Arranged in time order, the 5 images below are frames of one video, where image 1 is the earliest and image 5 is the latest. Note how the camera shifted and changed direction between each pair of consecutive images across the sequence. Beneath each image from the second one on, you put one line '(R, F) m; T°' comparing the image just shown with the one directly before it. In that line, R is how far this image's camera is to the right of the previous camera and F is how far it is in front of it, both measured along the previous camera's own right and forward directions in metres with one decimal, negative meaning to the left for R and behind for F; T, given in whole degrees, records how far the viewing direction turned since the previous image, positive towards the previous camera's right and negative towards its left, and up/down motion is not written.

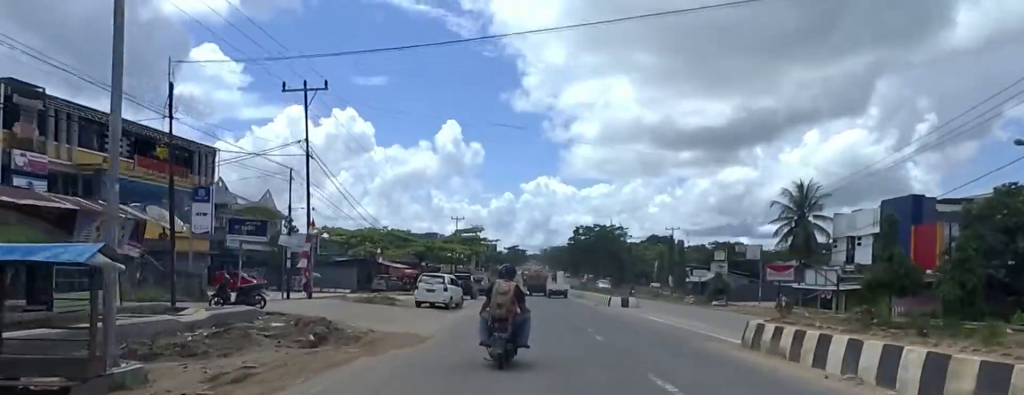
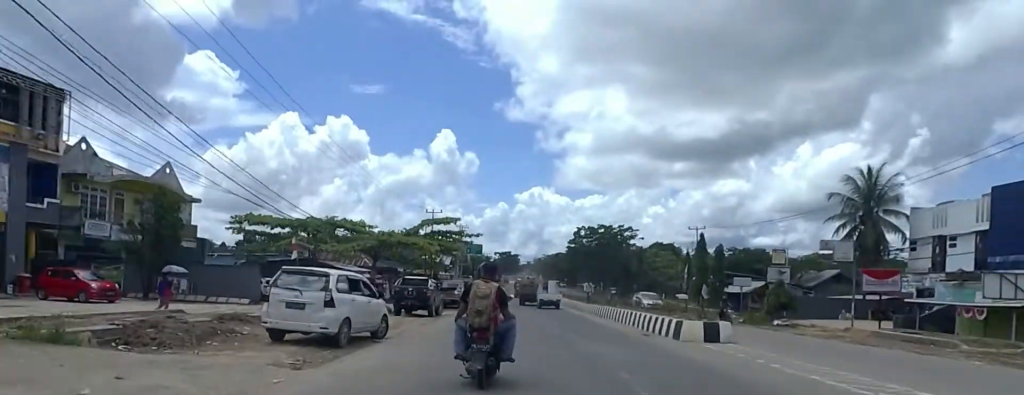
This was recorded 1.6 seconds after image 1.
(0.0, +16.4) m; 0°
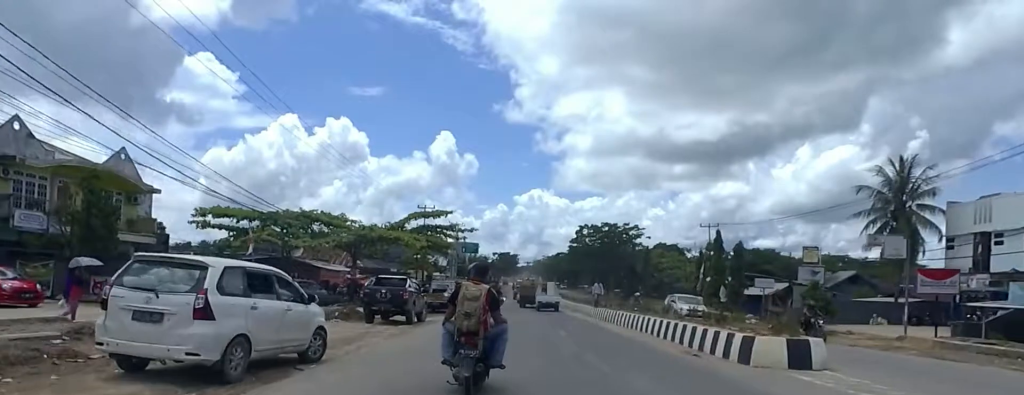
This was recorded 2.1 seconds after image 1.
(0.0, +5.3) m; 0°
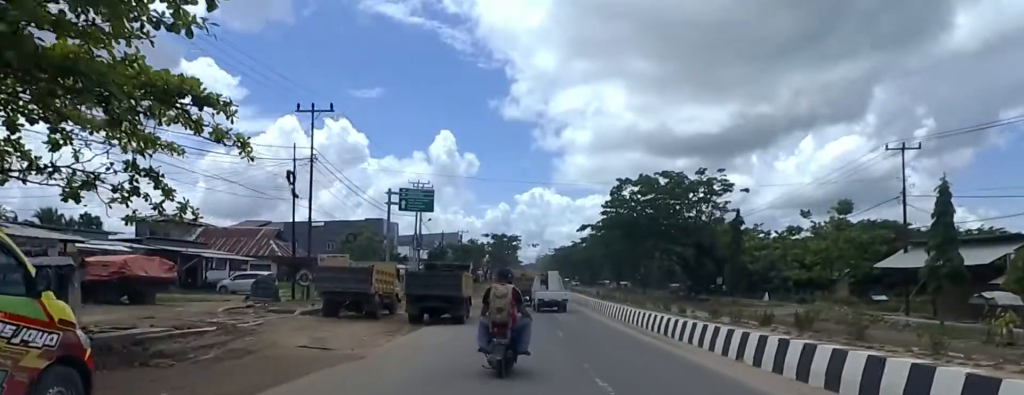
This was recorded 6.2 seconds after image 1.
(0.0, +33.0) m; 0°
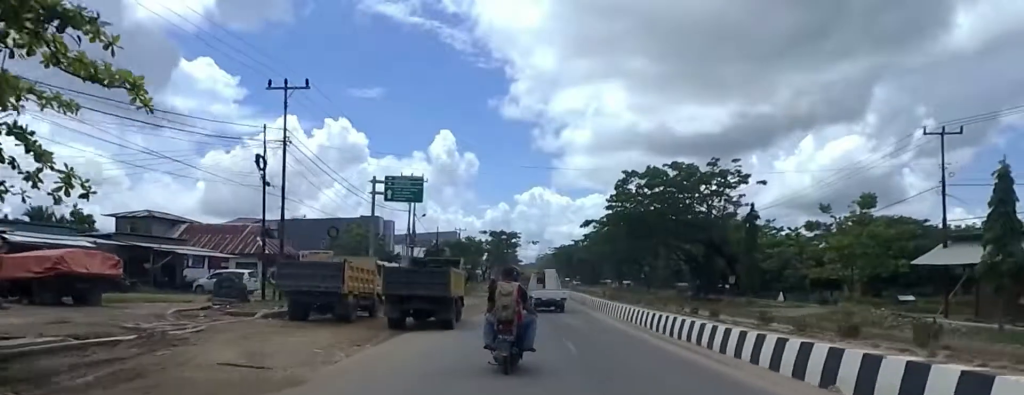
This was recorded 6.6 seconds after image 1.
(0.0, +3.1) m; 0°
